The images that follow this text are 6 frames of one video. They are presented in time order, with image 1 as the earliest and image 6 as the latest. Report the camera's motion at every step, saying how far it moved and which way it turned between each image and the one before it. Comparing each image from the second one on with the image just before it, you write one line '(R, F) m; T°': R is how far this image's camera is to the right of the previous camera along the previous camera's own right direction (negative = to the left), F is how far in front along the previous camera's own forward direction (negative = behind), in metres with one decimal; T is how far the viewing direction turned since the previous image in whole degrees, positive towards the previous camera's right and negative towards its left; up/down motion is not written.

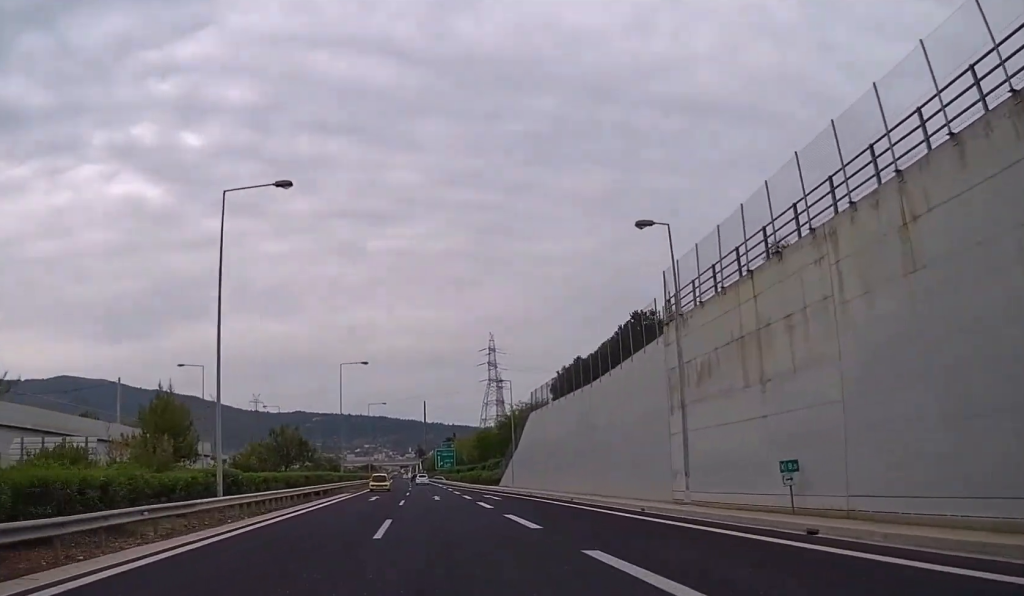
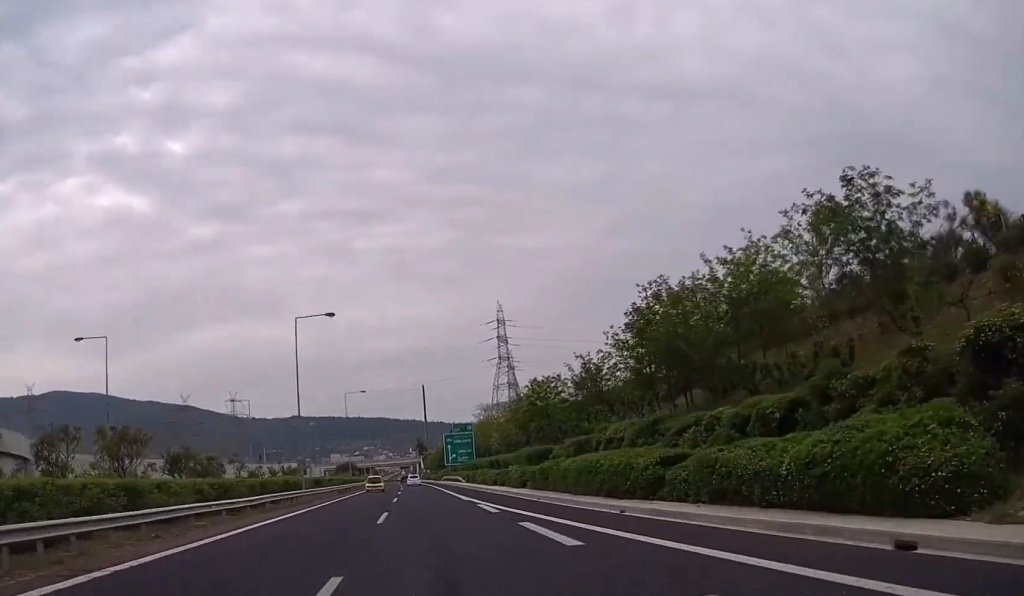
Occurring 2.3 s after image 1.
(+0.9, +66.5) m; +1°
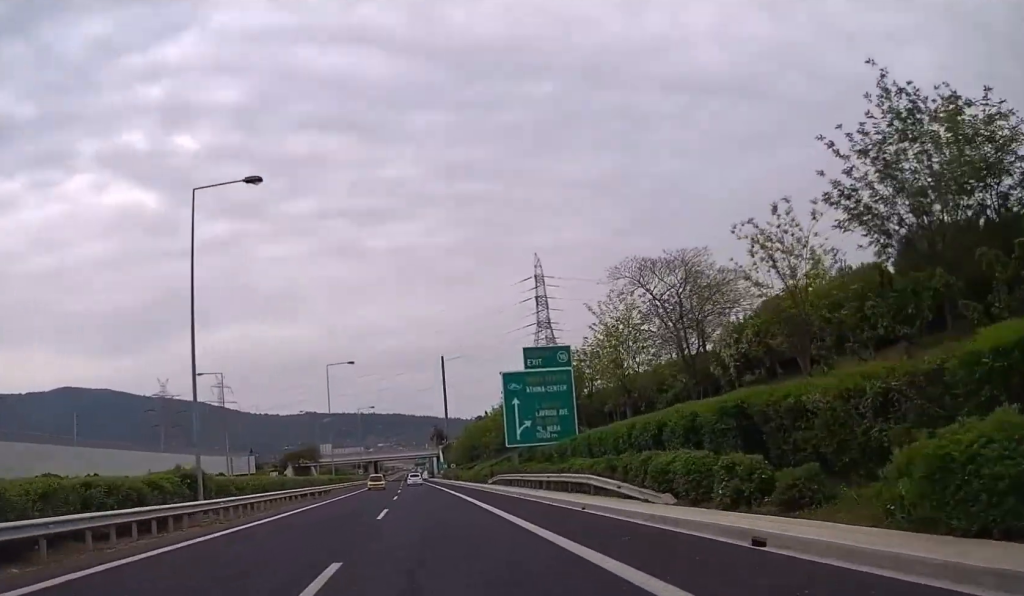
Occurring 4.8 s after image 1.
(-0.8, +72.4) m; -1°
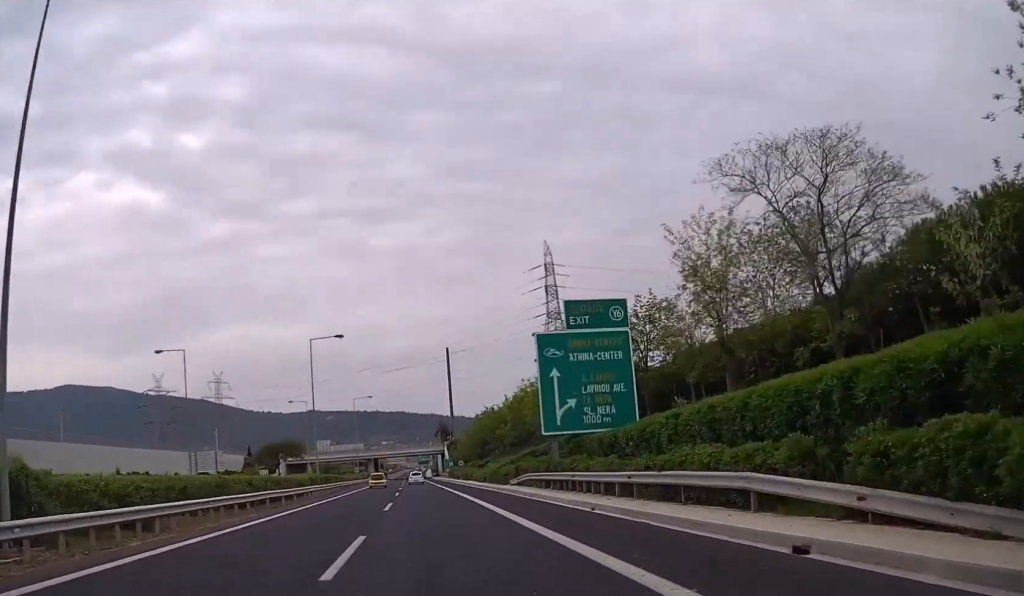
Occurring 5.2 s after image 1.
(+0.1, +13.0) m; 0°
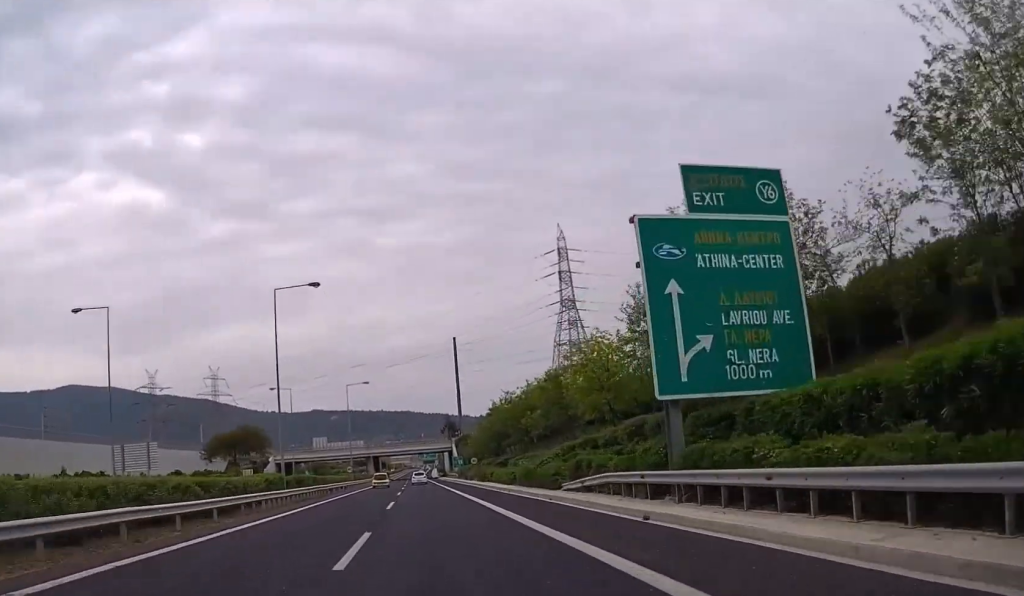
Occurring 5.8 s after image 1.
(0.0, +17.1) m; 0°
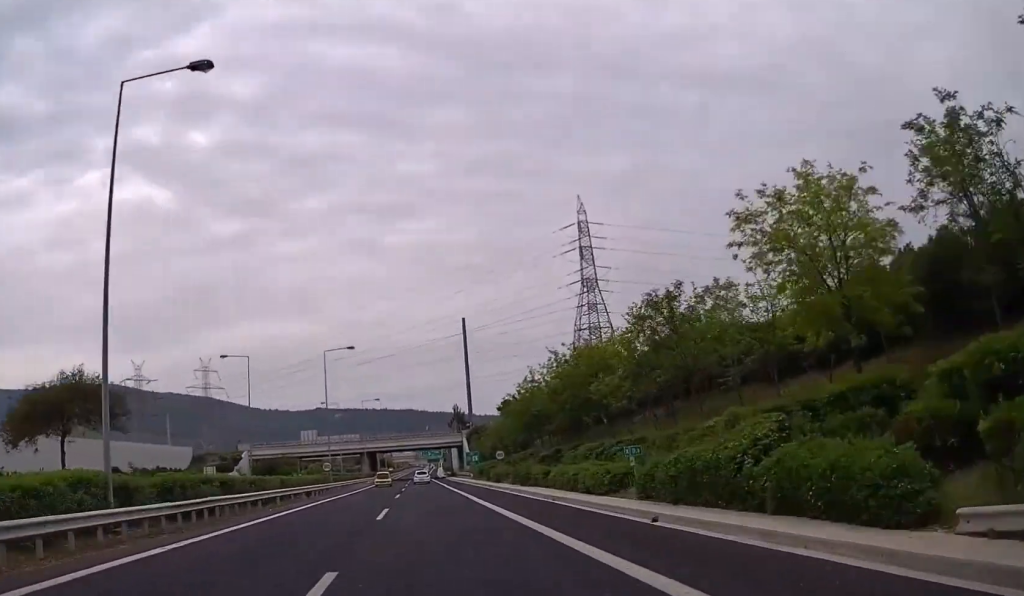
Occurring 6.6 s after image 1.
(-0.2, +25.2) m; 0°
